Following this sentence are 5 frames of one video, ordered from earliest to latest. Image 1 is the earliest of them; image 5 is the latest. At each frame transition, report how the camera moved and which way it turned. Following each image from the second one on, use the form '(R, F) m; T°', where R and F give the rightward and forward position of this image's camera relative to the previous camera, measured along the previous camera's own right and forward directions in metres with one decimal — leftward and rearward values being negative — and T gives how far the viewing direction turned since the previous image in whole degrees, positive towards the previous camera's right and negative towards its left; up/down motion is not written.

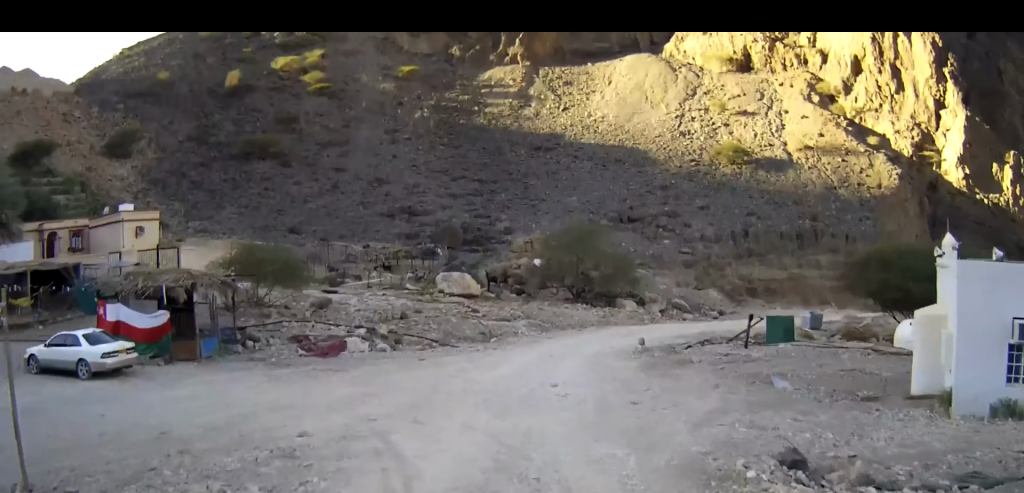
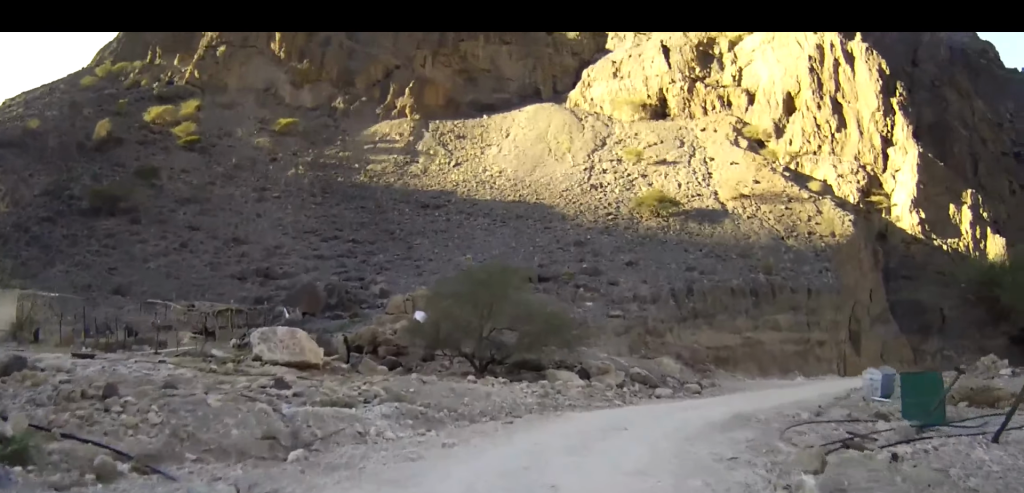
(+0.6, +17.3) m; +7°
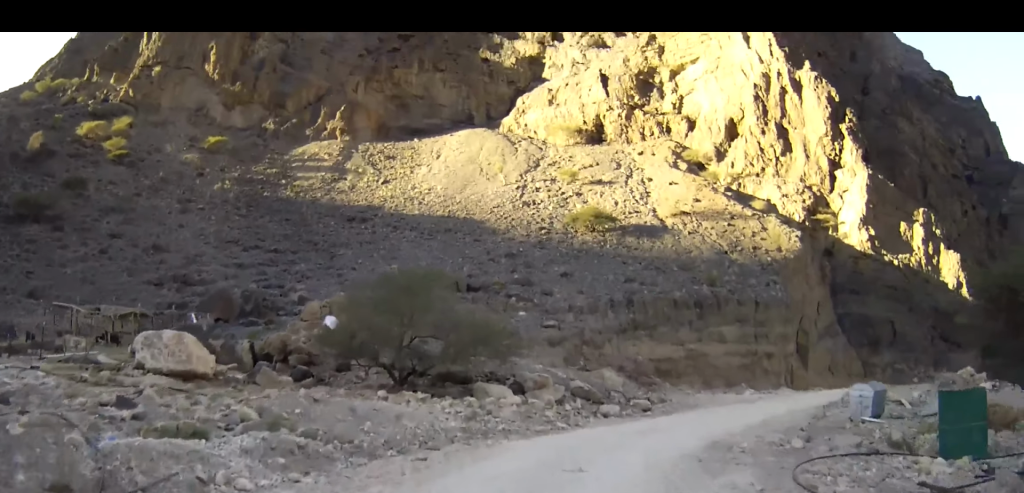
(+0.2, +3.9) m; +4°
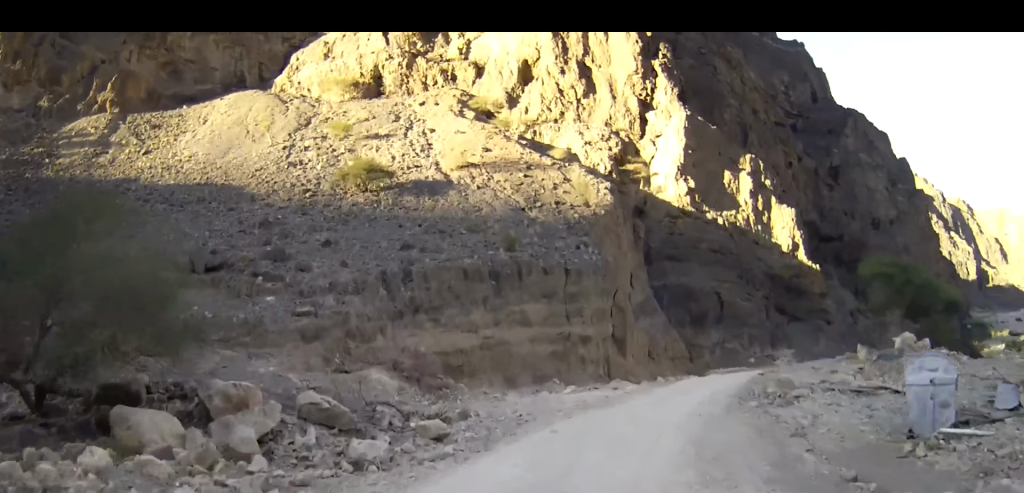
(+1.4, +11.3) m; +14°
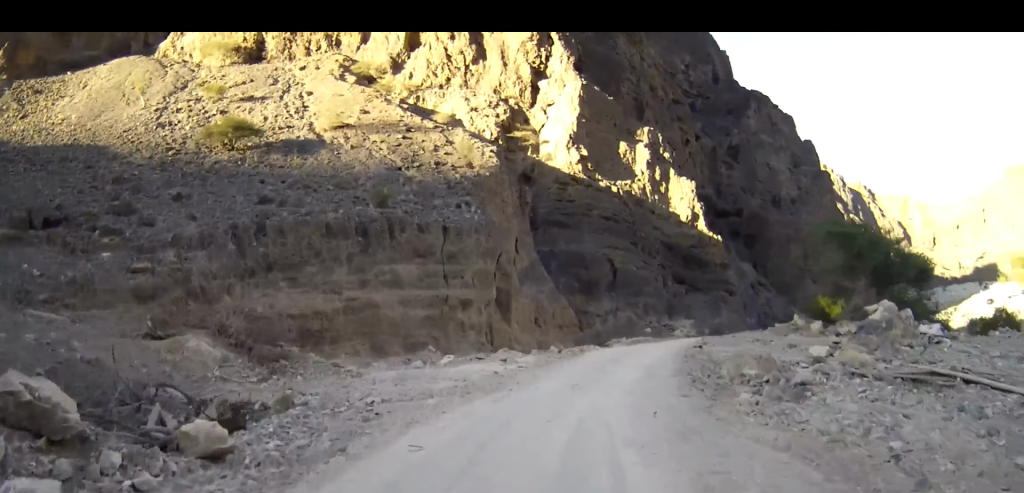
(+0.3, +5.3) m; +7°
